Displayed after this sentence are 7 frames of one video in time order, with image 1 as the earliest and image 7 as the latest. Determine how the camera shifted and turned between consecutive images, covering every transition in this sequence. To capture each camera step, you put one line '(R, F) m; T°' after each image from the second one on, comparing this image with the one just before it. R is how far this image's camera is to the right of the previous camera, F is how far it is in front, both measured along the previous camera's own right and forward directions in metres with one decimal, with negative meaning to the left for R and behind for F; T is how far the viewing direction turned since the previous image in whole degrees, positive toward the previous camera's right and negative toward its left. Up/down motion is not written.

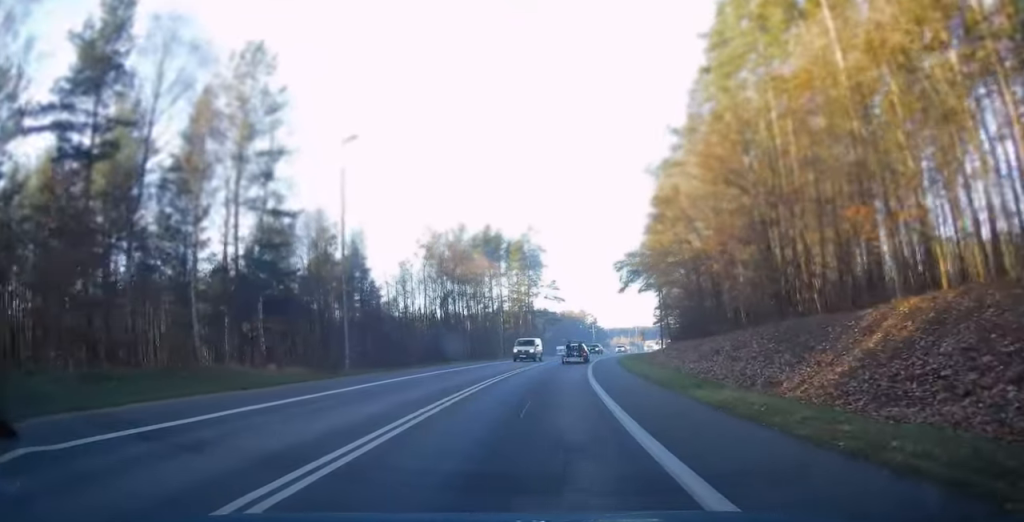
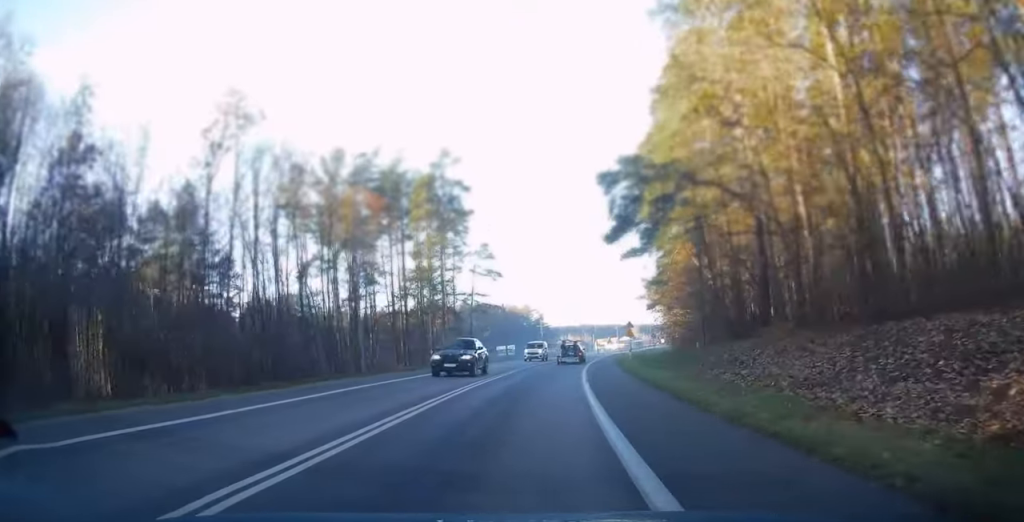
(+1.2, +34.9) m; +5°
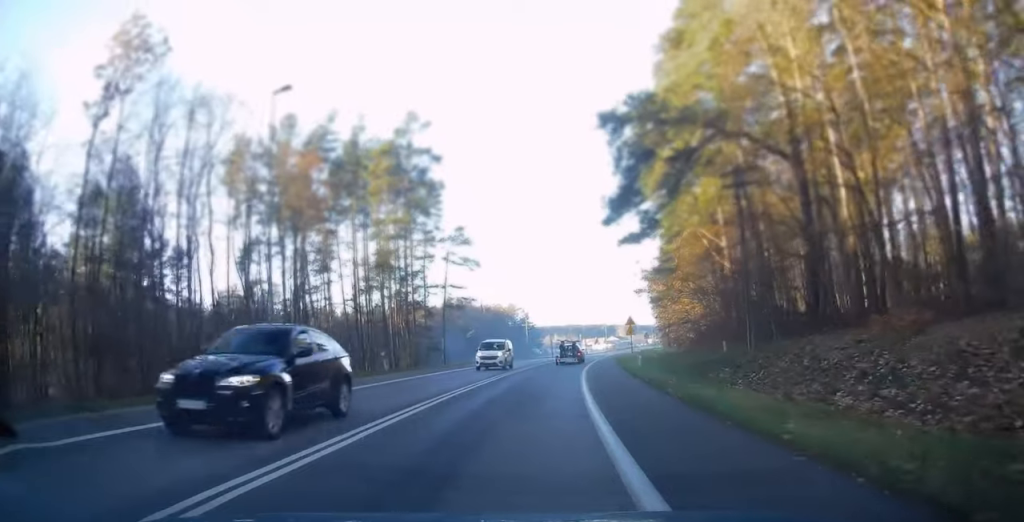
(+0.2, +8.8) m; +2°
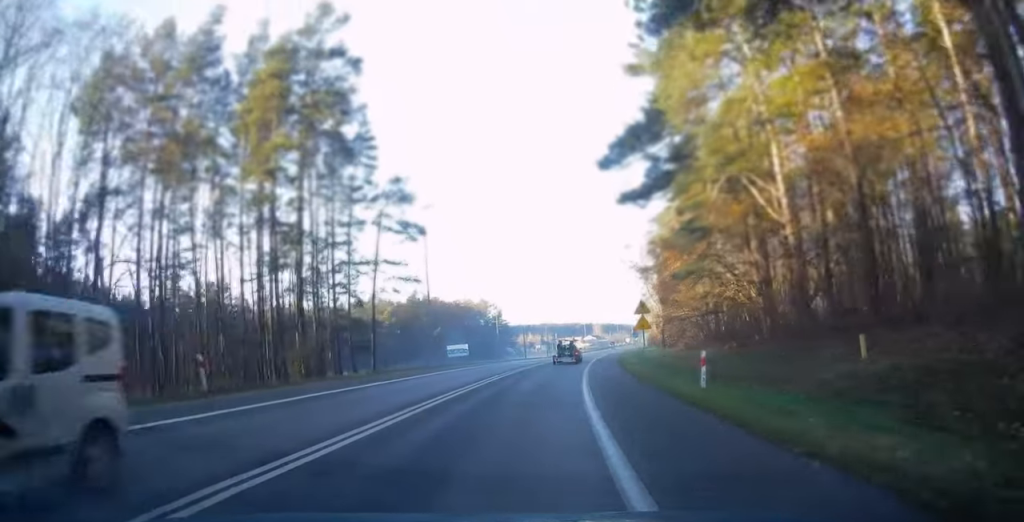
(+0.4, +15.8) m; +2°
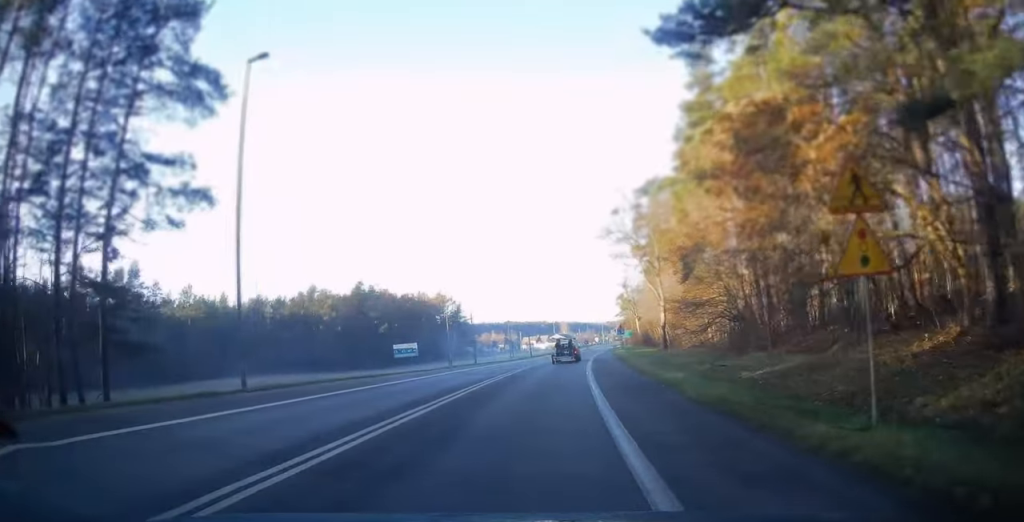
(+0.5, +23.8) m; +3°
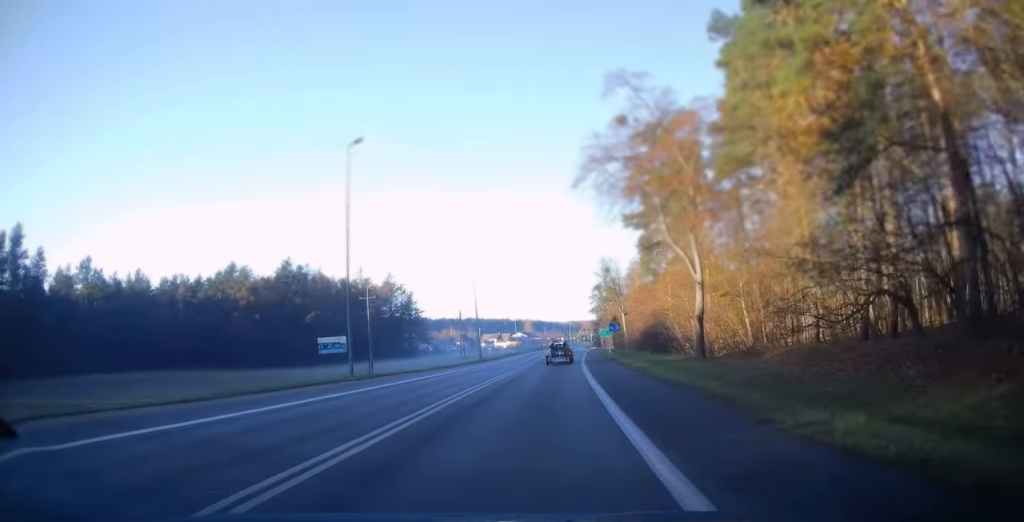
(+1.3, +27.6) m; +4°
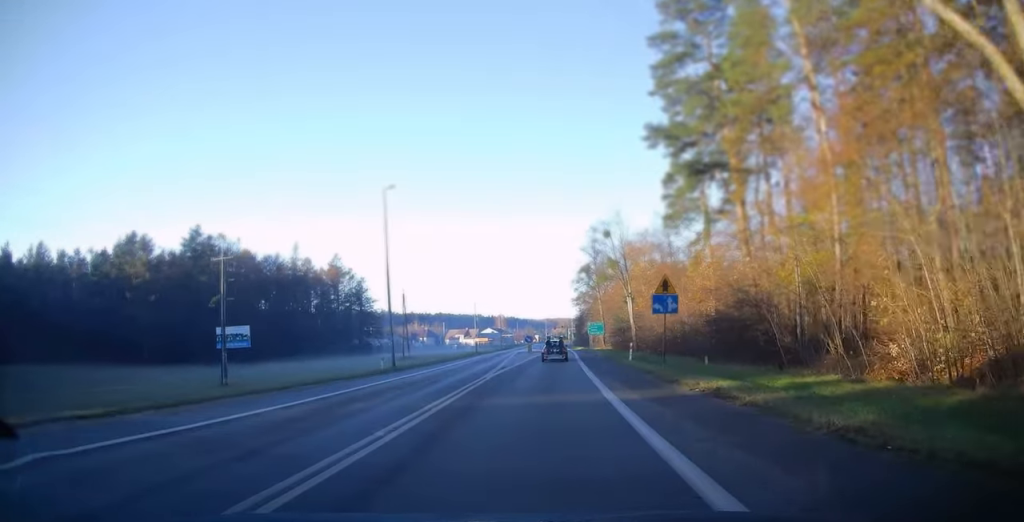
(-0.1, +30.3) m; +1°
